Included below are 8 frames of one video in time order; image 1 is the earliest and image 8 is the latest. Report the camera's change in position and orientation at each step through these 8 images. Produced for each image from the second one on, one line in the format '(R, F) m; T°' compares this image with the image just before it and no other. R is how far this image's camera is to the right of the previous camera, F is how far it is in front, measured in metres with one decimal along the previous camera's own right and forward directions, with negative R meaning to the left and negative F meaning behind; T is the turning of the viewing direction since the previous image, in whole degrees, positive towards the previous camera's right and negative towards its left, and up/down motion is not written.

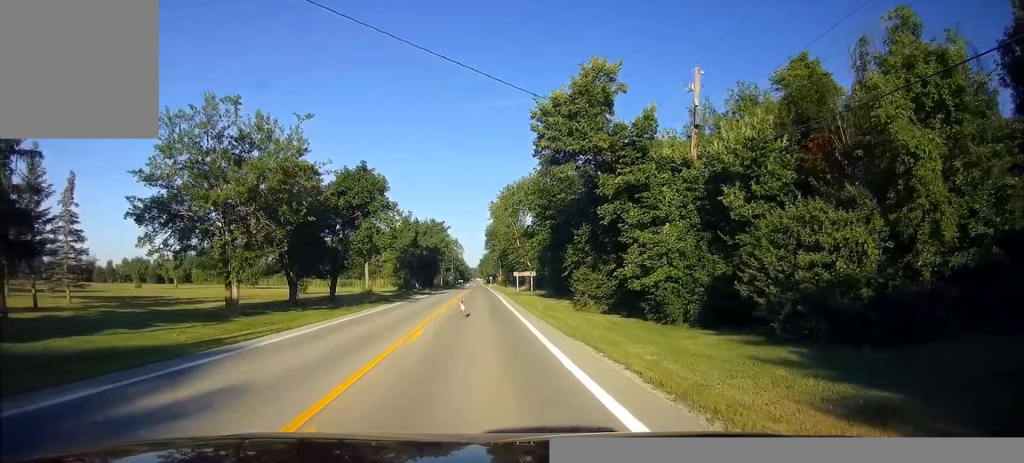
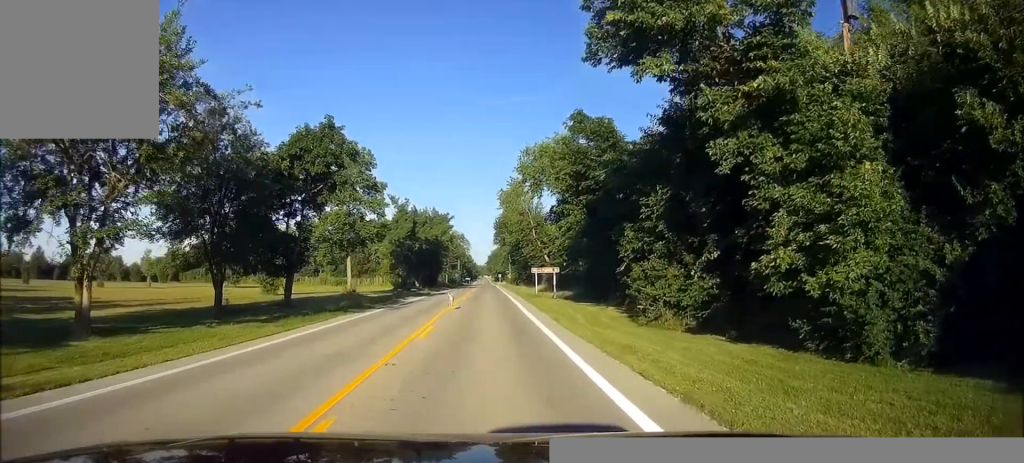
(-0.3, +11.2) m; -1°
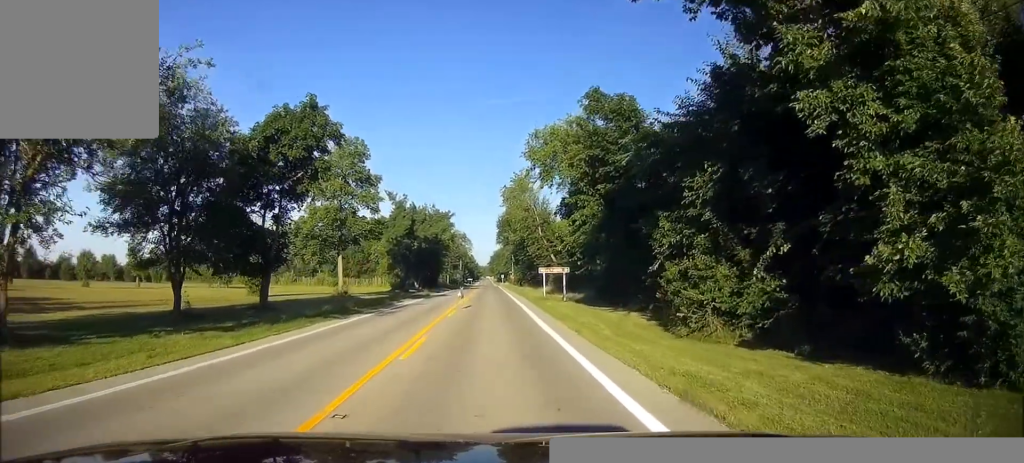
(+0.1, +3.9) m; 0°
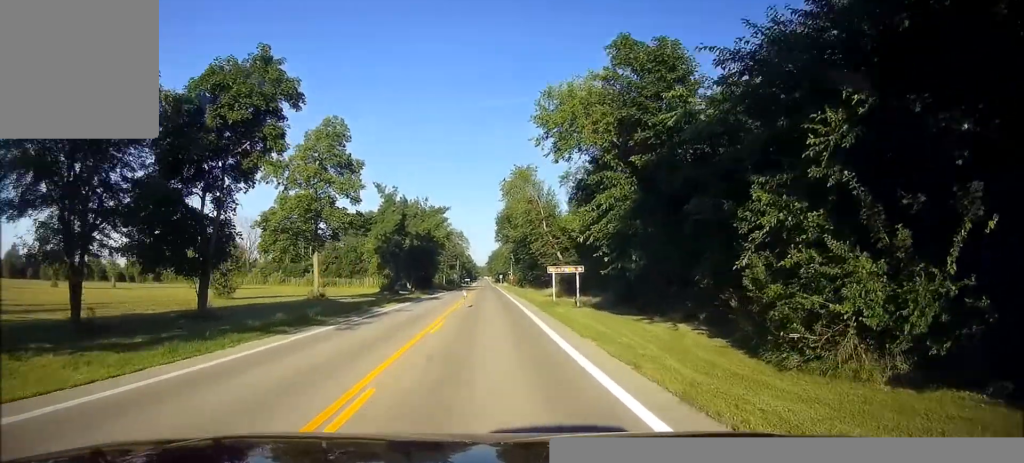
(-0.1, +6.3) m; 0°
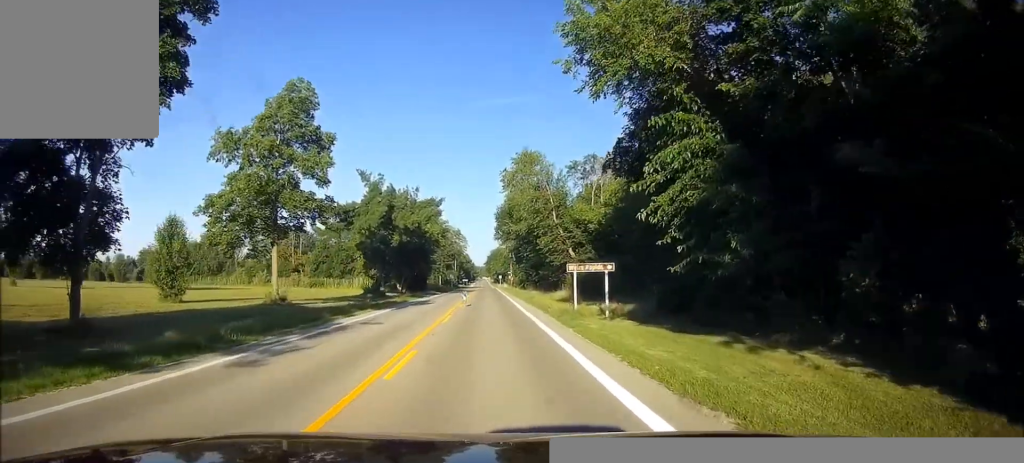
(+0.1, +7.9) m; +1°
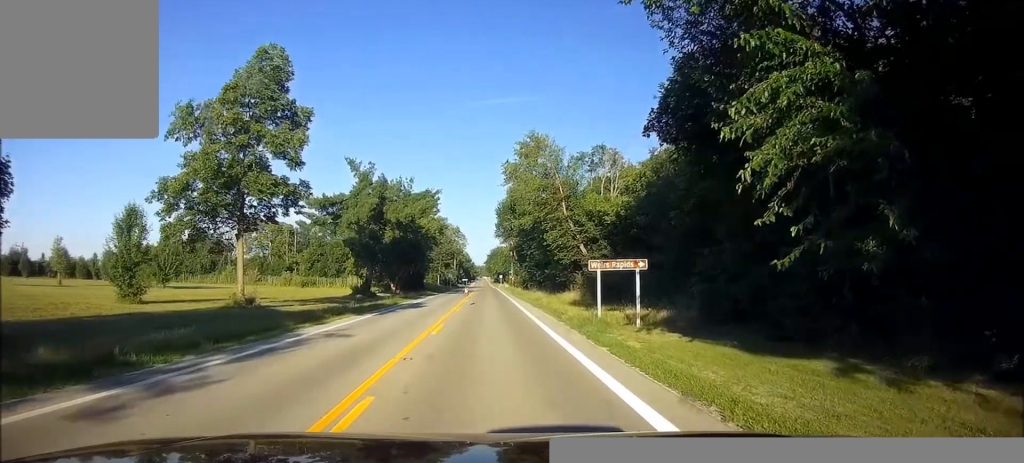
(0.0, +4.8) m; -1°
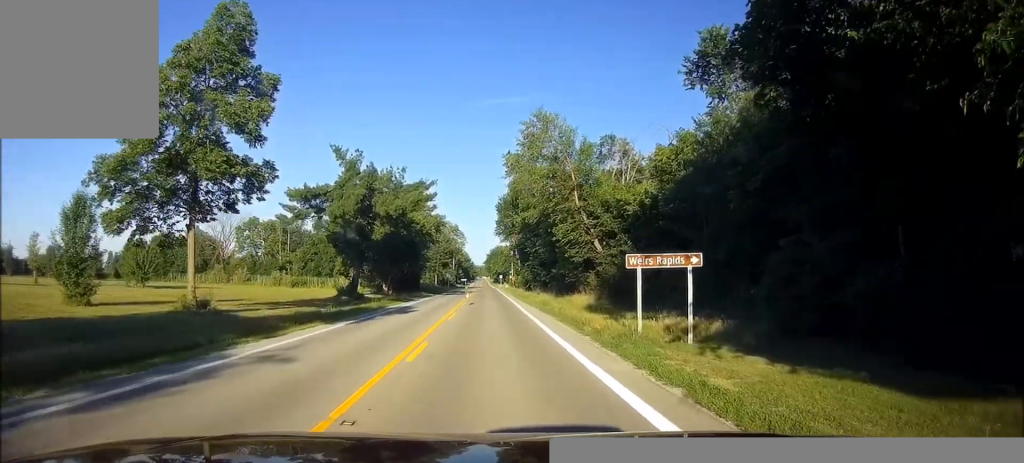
(0.0, +4.9) m; -1°
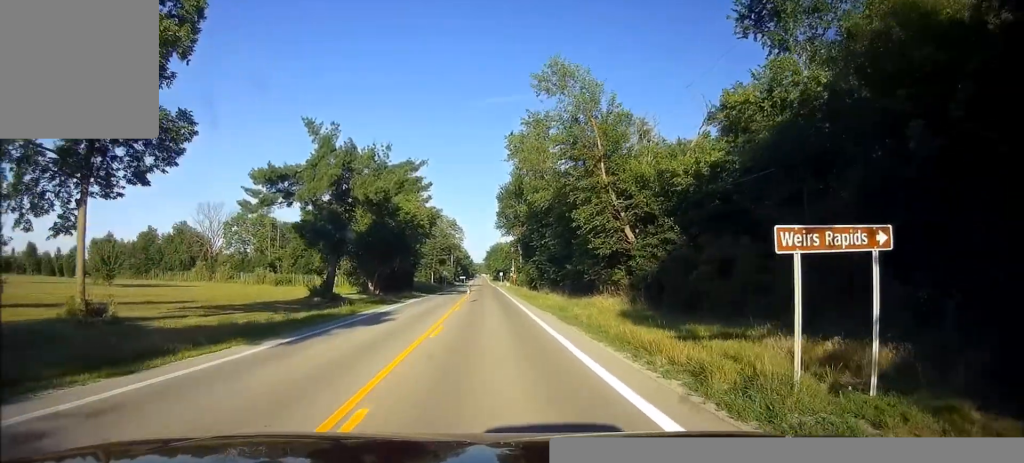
(-0.2, +7.1) m; -1°
